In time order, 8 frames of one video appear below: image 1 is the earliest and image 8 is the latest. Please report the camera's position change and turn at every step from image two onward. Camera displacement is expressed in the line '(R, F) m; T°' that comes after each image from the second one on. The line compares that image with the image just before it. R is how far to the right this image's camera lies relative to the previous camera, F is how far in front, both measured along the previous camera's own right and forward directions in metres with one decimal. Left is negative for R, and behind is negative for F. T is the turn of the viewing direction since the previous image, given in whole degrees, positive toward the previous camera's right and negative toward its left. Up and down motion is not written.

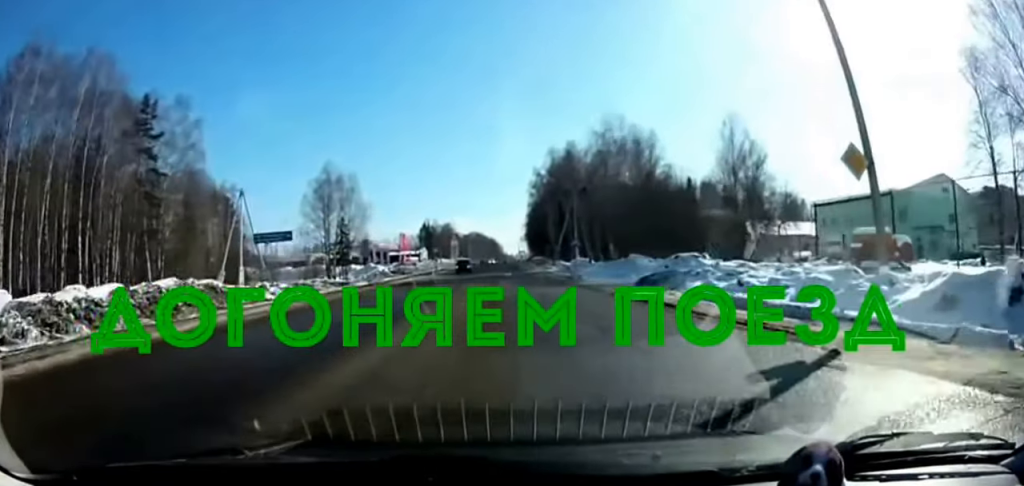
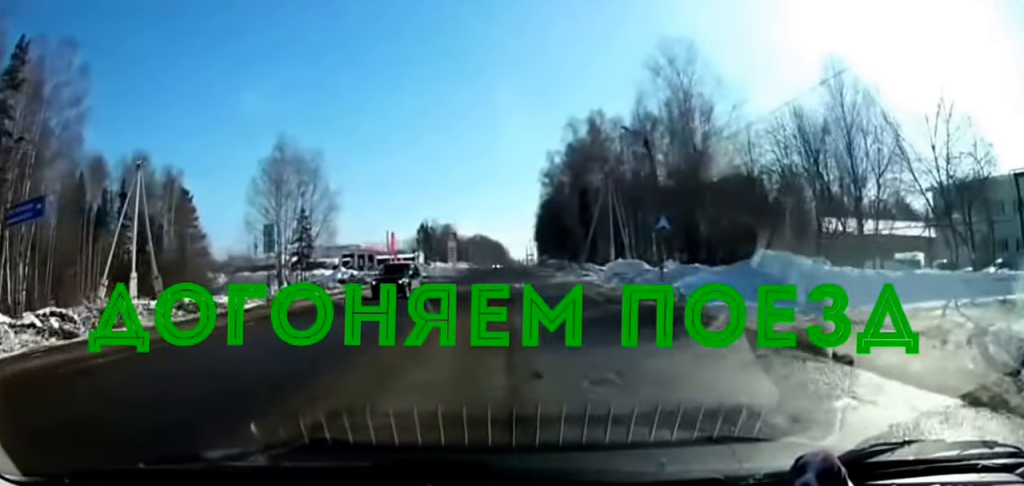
(-0.2, +24.3) m; -1°
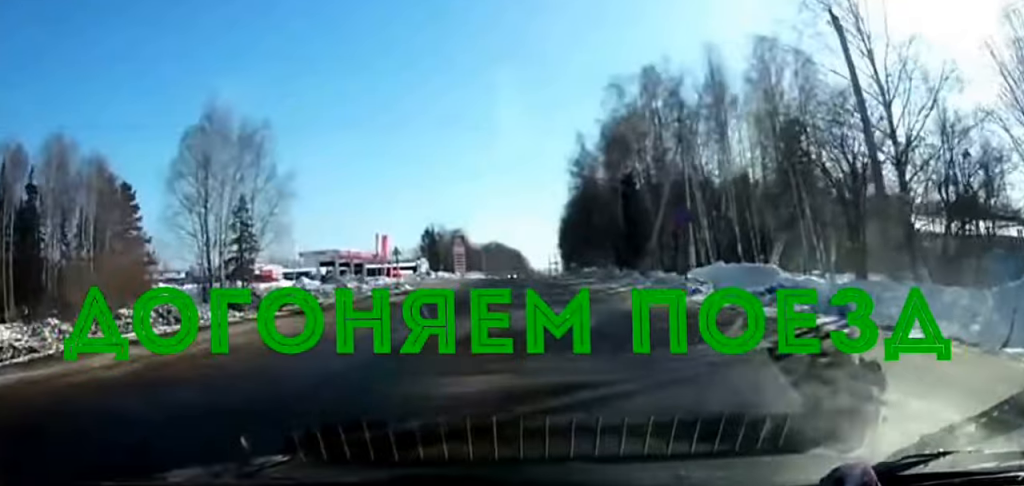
(0.0, +21.6) m; +1°
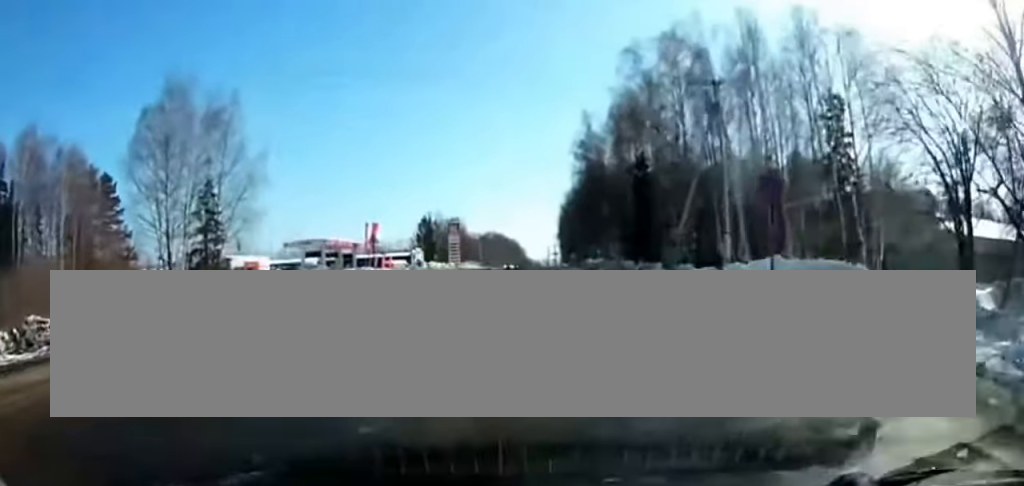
(0.0, +8.7) m; +1°
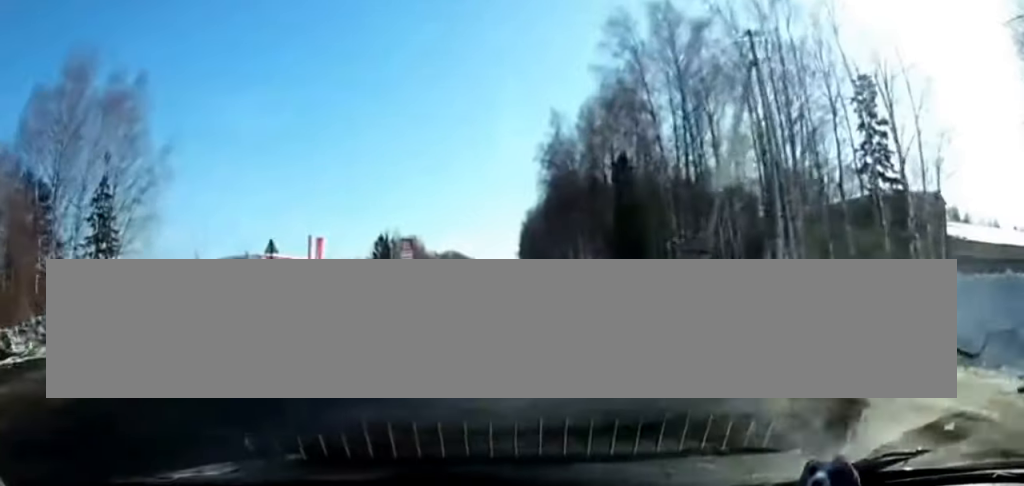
(+0.1, +11.3) m; 0°
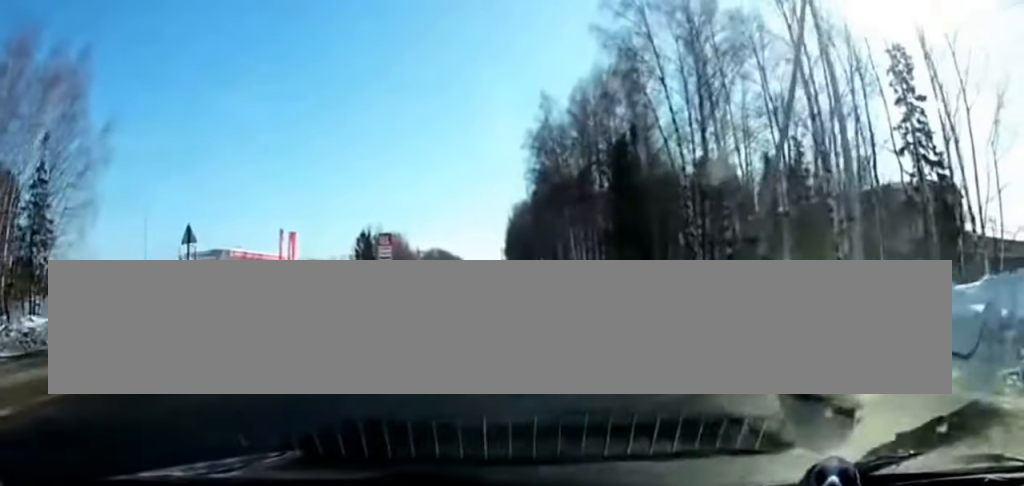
(0.0, +4.7) m; 0°
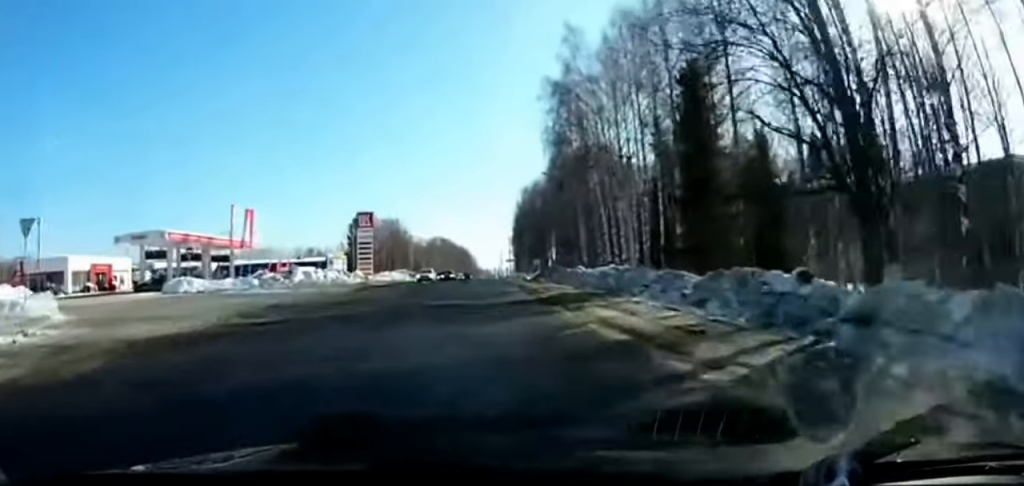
(+0.2, +14.2) m; +1°
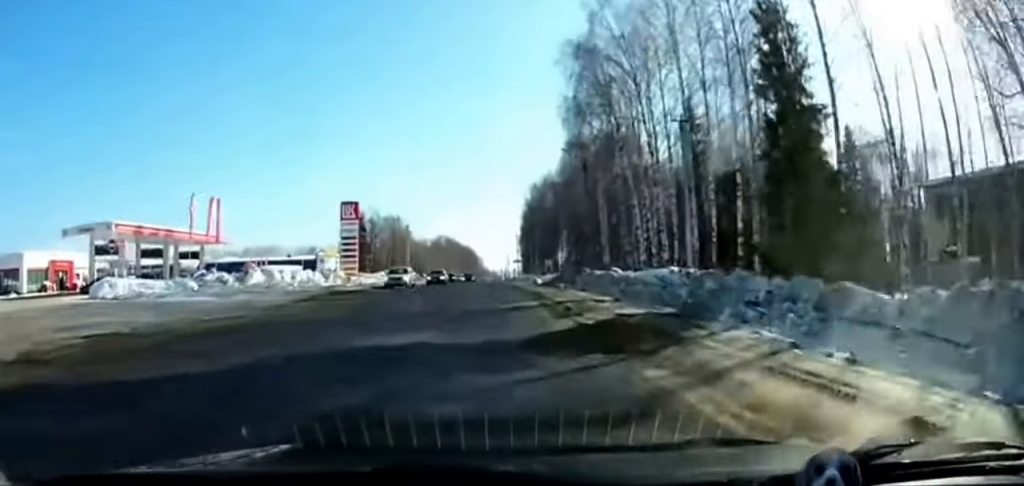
(0.0, +11.0) m; 0°
